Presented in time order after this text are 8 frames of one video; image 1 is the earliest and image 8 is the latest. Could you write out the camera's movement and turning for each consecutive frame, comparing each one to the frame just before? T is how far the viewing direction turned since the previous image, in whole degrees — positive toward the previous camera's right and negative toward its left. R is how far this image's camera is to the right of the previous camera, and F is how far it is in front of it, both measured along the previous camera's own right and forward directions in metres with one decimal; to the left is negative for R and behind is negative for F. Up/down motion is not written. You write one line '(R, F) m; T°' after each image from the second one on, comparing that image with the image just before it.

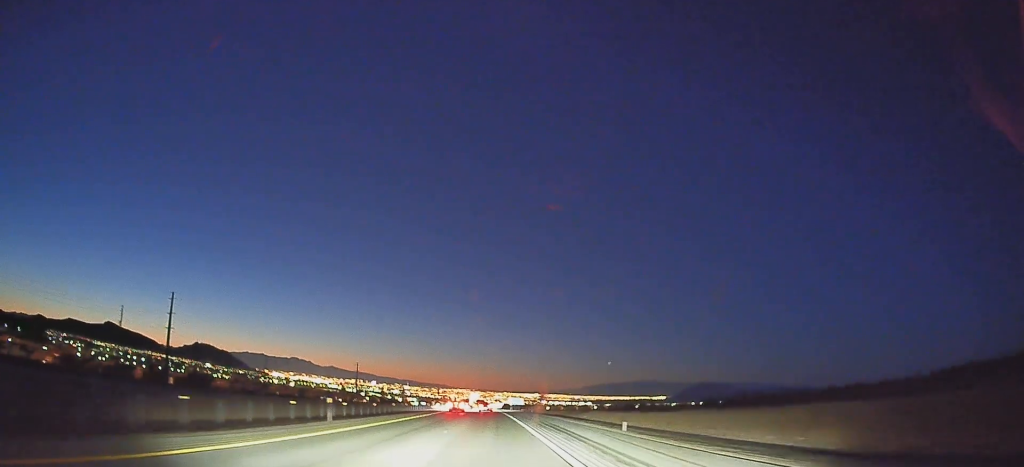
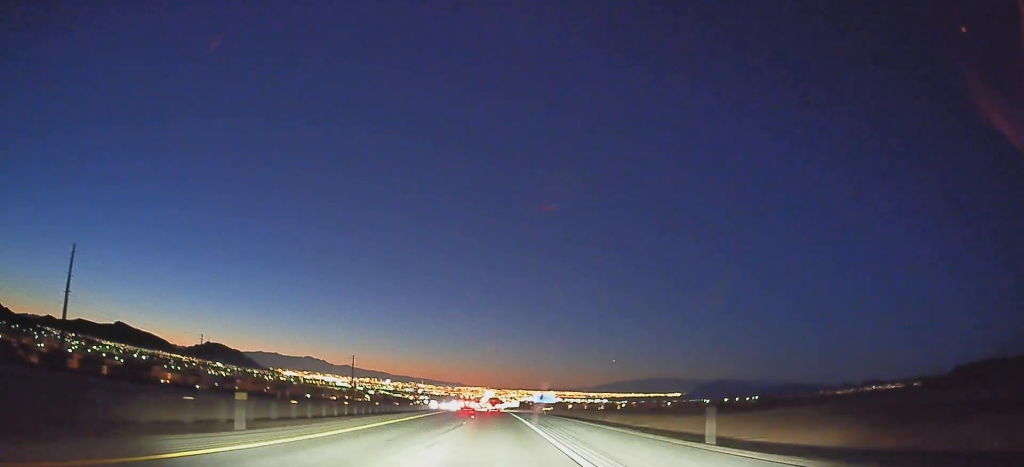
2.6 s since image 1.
(-0.9, +59.8) m; -1°
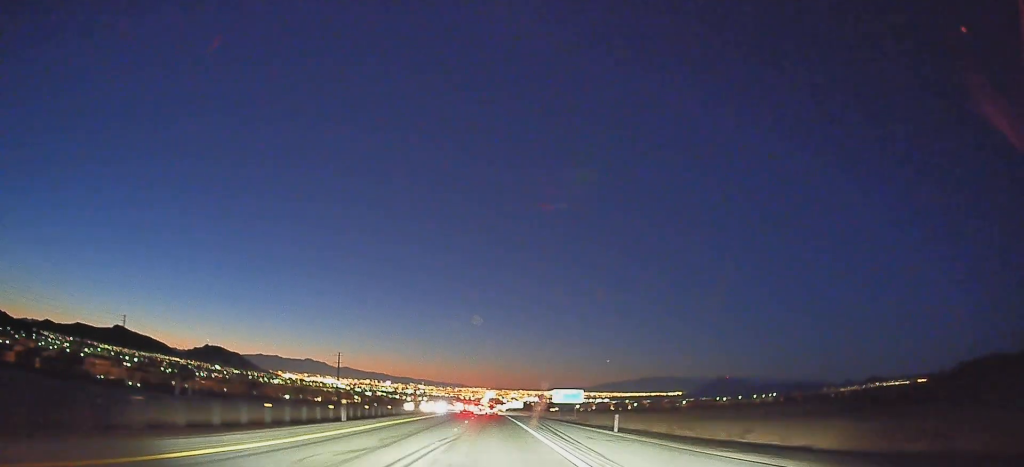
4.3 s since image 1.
(-0.3, +39.3) m; 0°
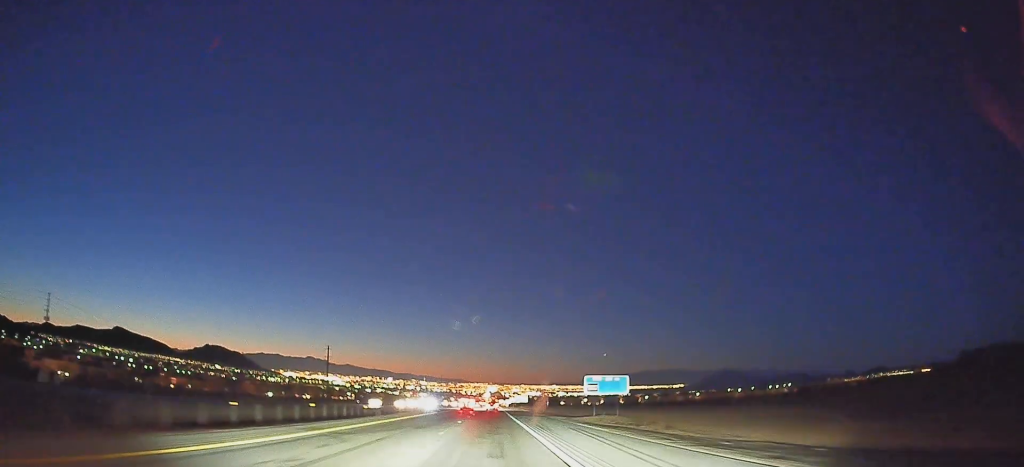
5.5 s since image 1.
(-0.2, +27.8) m; 0°
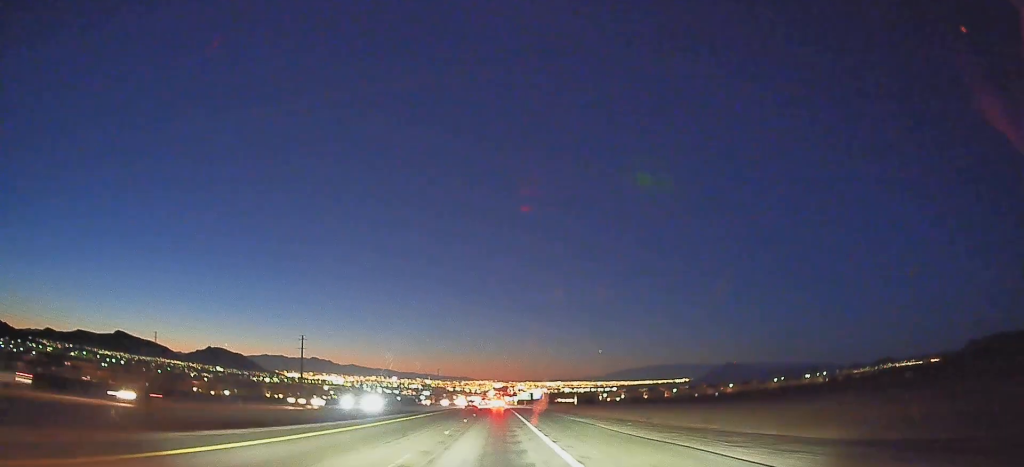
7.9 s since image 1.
(+0.1, +55.3) m; 0°
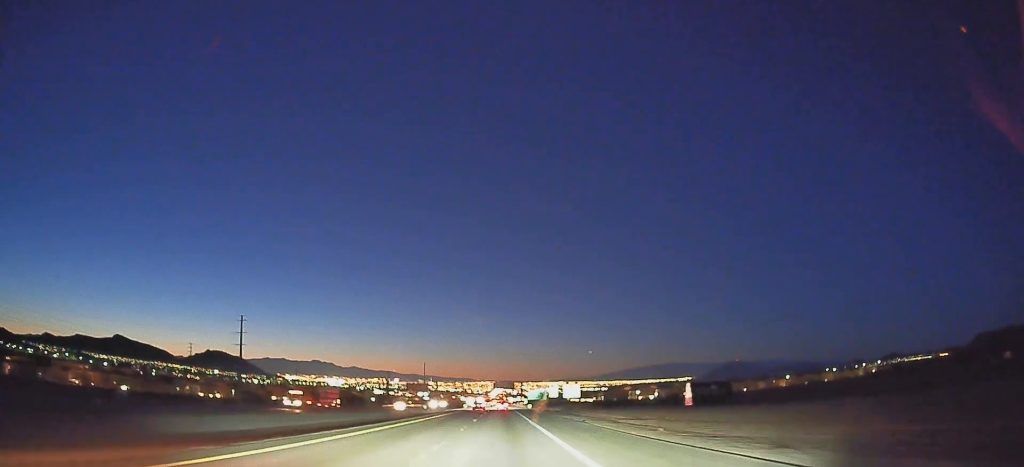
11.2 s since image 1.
(-0.6, +75.0) m; 0°
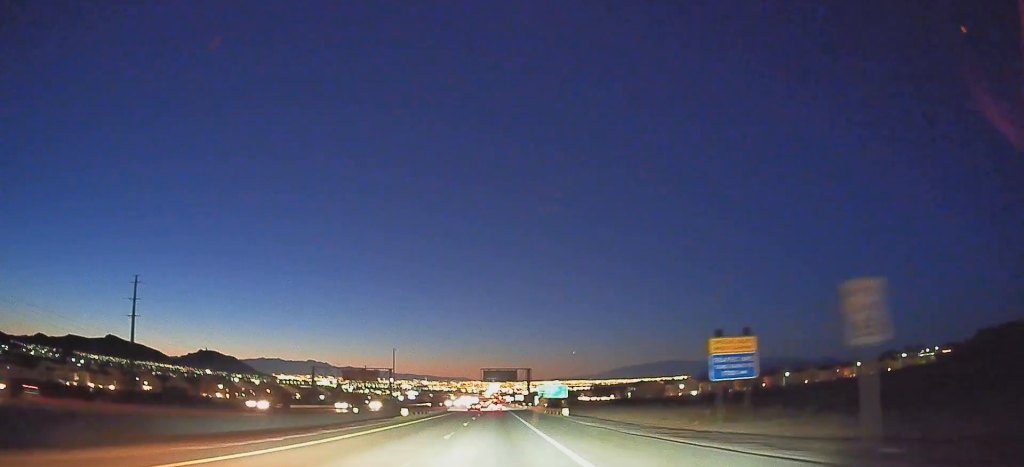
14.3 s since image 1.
(+0.5, +67.6) m; 0°
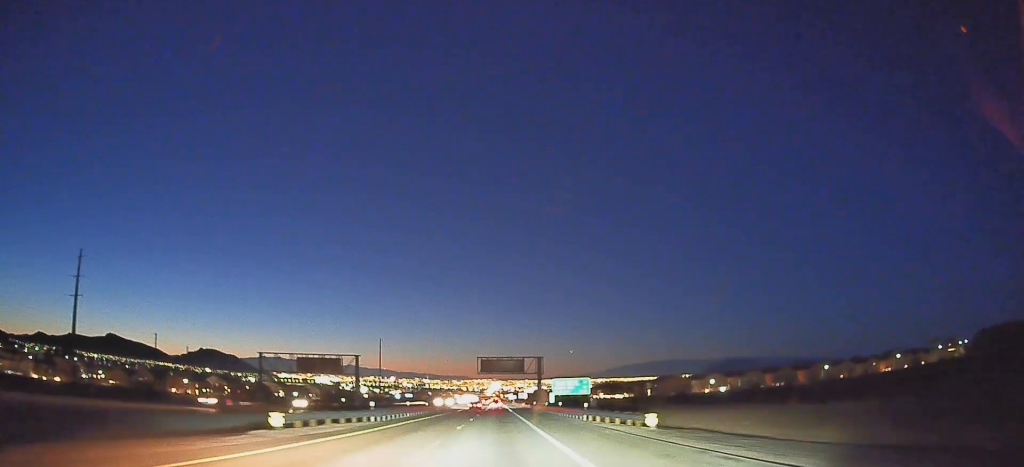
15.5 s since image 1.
(0.0, +24.5) m; 0°
